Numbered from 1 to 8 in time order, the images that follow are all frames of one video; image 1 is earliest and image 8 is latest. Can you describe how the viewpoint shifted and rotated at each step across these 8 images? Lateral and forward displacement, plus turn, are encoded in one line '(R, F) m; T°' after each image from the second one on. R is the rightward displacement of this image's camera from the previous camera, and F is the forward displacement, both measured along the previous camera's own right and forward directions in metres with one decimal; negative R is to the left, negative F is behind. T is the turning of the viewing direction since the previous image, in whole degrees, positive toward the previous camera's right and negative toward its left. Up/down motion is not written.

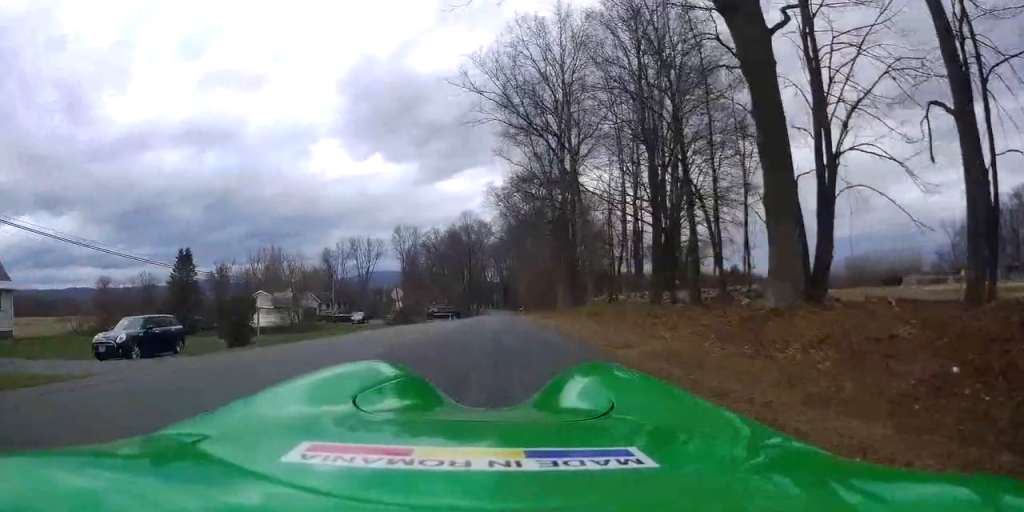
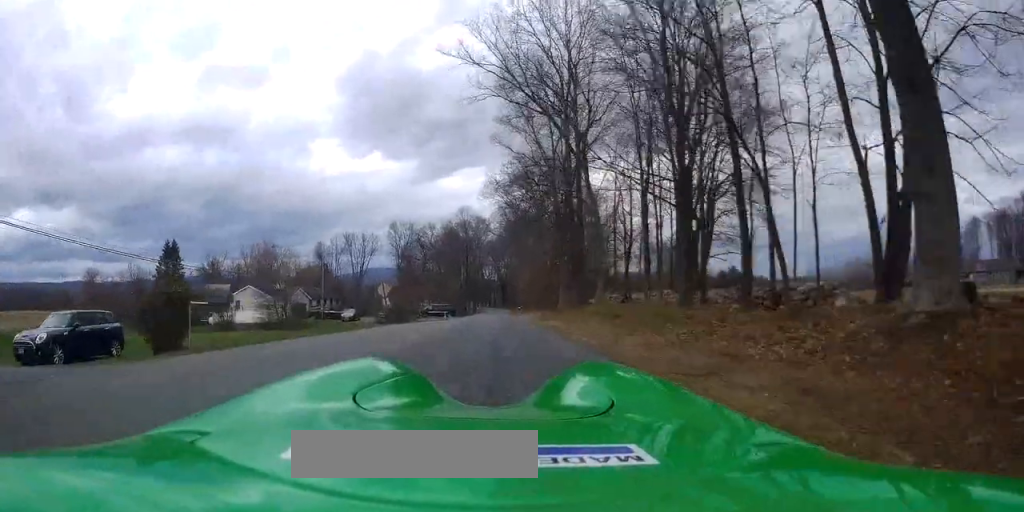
(0.0, +3.6) m; -1°
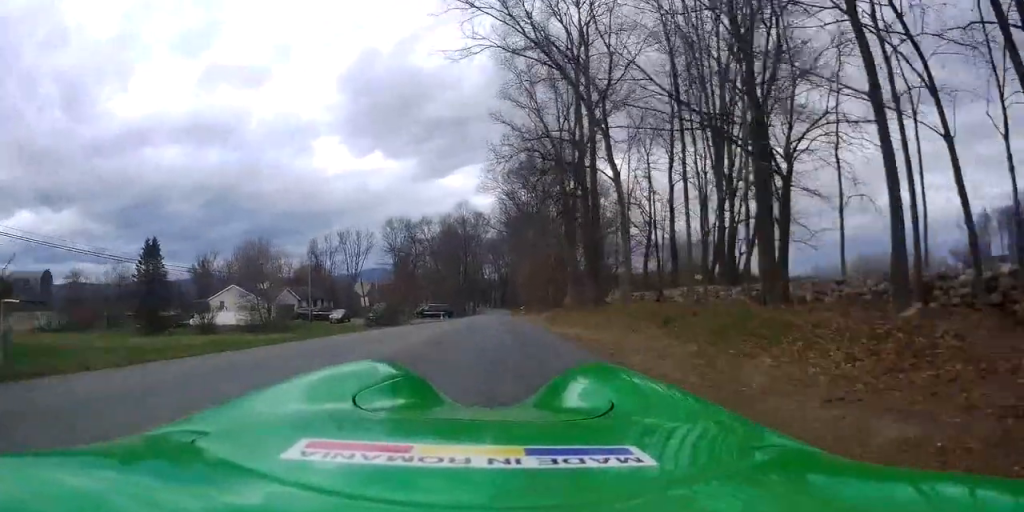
(-0.3, +5.4) m; 0°
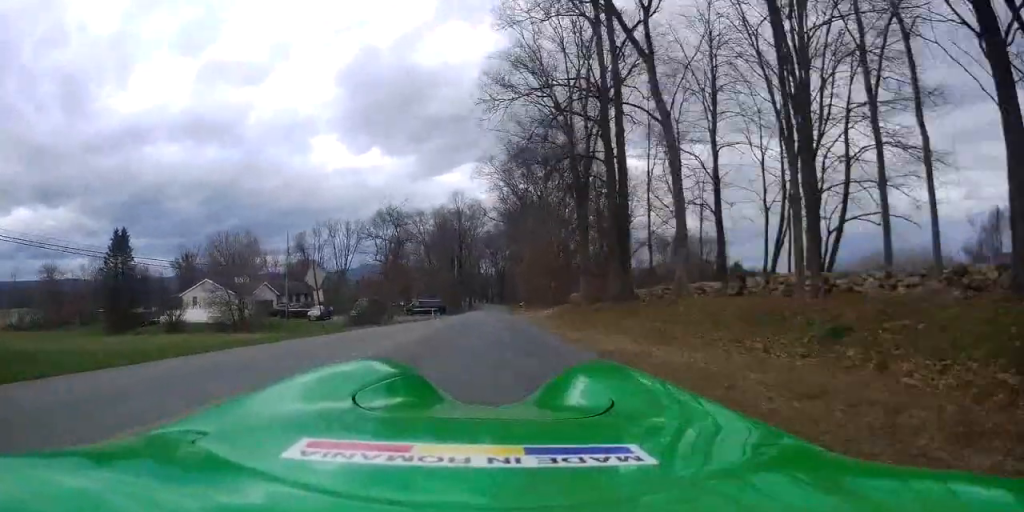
(+0.3, +7.2) m; 0°
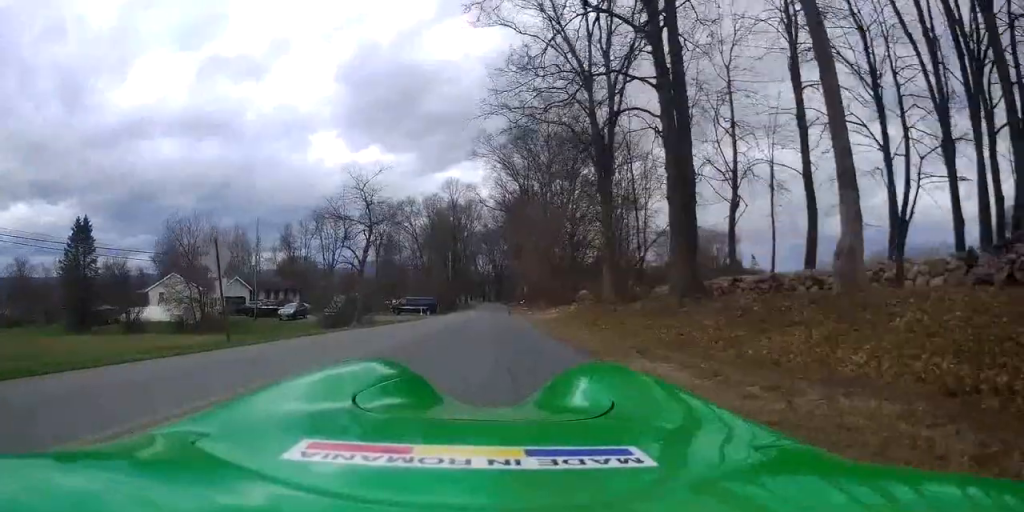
(-0.3, +8.4) m; -2°
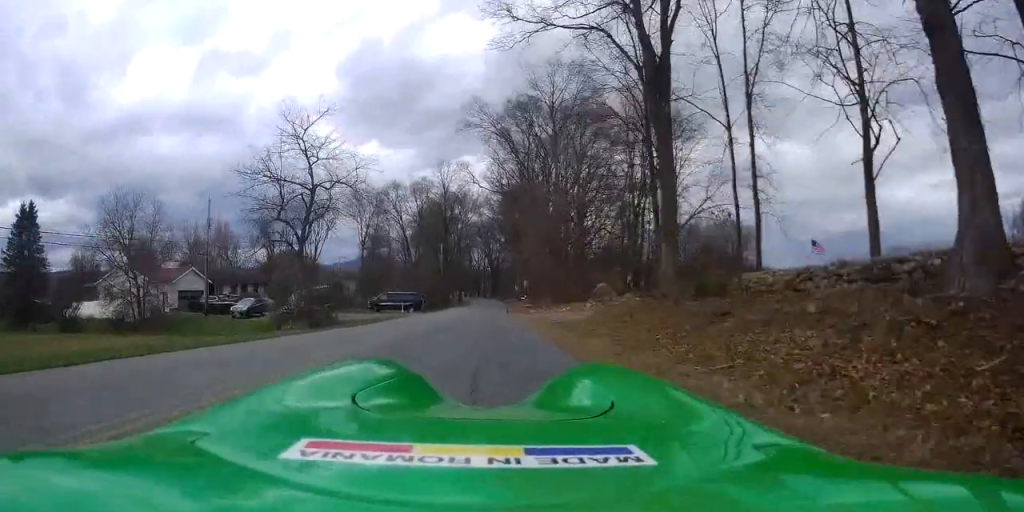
(+0.1, +10.6) m; +3°
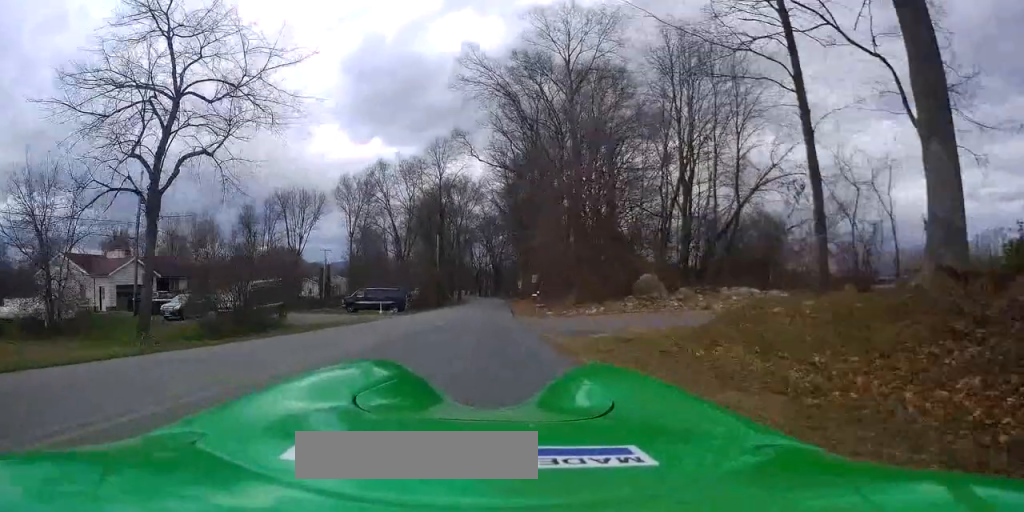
(+0.4, +11.4) m; +1°
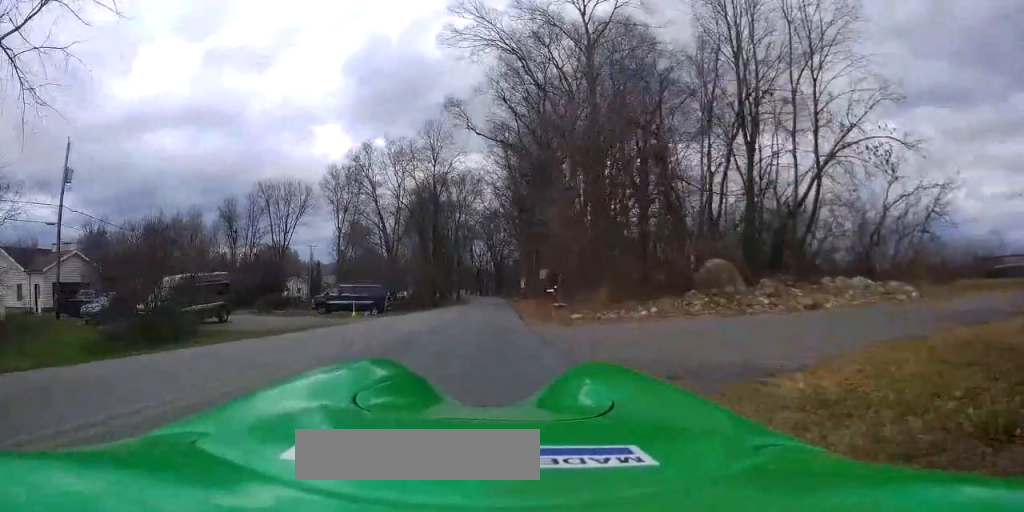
(-0.2, +8.7) m; -1°
